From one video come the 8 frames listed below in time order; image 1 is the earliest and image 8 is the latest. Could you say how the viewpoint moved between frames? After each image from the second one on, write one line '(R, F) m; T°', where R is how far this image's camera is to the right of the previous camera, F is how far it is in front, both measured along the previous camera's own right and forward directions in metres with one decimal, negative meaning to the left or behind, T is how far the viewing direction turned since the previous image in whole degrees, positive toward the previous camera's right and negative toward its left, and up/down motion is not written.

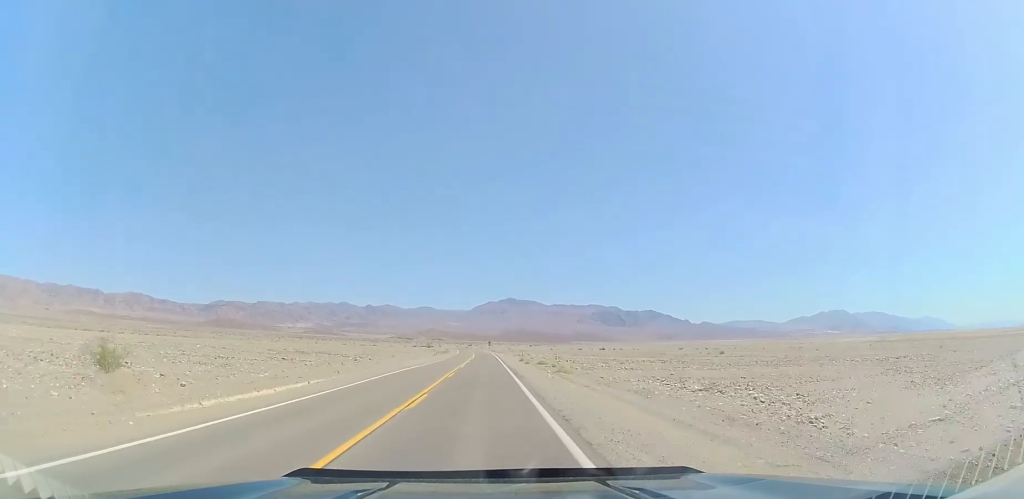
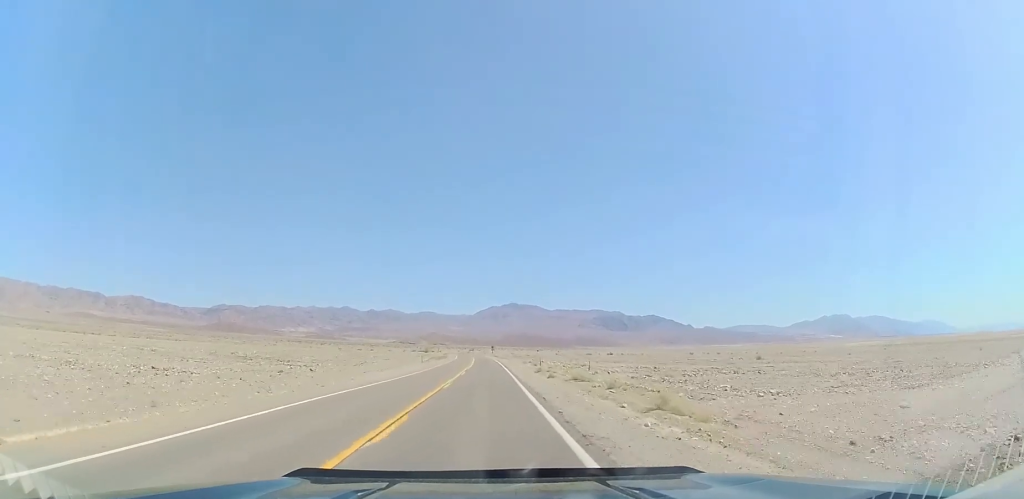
(+0.3, +20.3) m; 0°
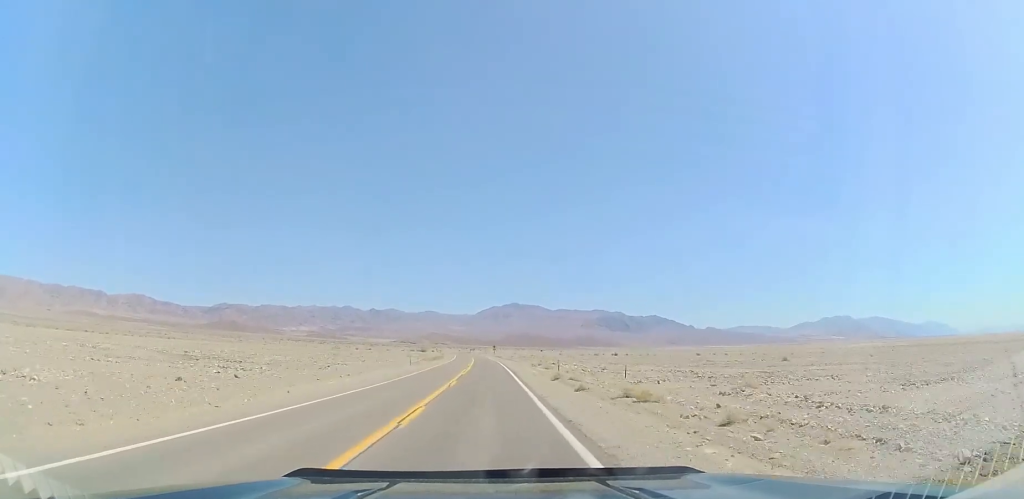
(-0.2, +12.0) m; 0°
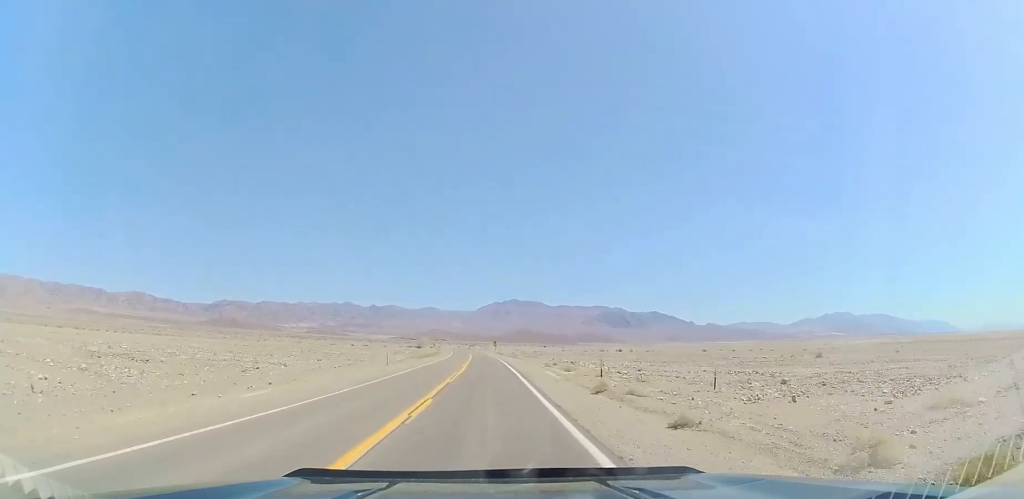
(-0.1, +14.0) m; 0°
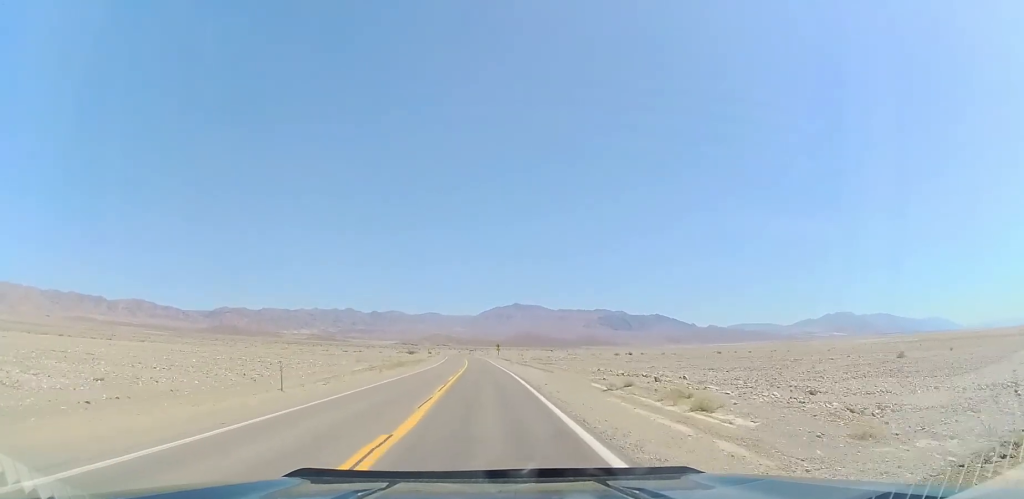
(-0.1, +24.7) m; -1°
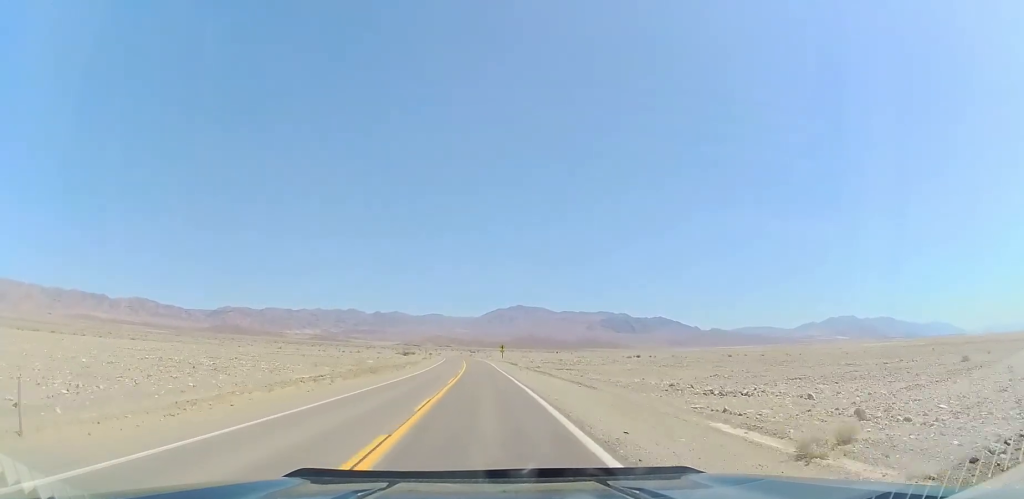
(0.0, +14.7) m; 0°
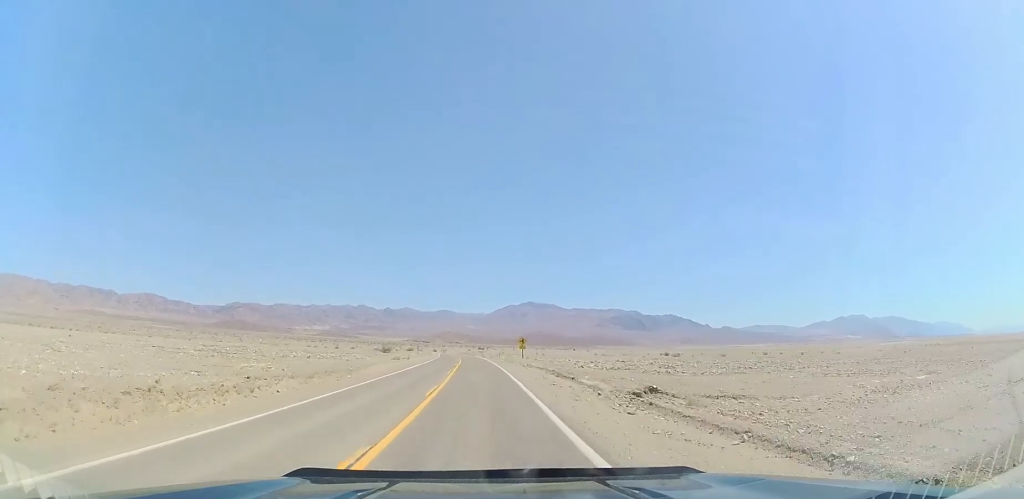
(-0.4, +40.5) m; -1°
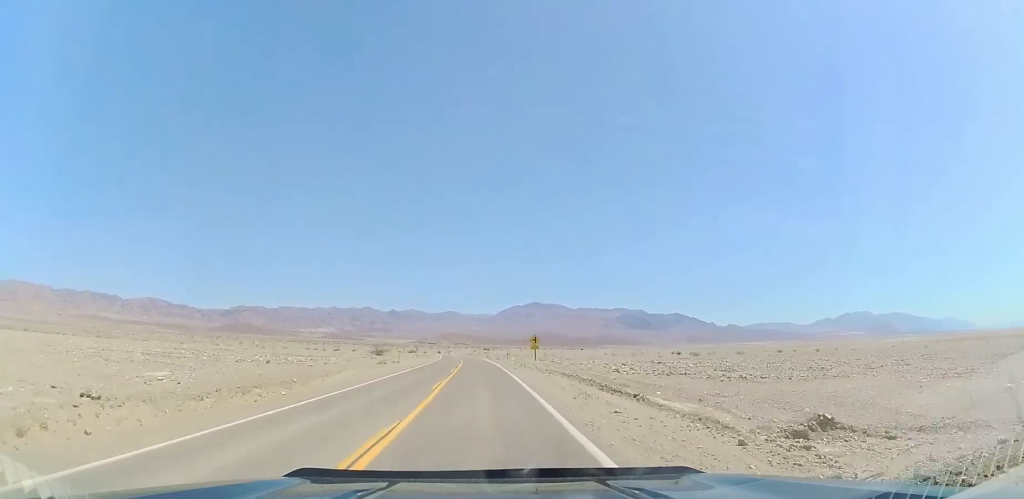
(0.0, +11.5) m; 0°
